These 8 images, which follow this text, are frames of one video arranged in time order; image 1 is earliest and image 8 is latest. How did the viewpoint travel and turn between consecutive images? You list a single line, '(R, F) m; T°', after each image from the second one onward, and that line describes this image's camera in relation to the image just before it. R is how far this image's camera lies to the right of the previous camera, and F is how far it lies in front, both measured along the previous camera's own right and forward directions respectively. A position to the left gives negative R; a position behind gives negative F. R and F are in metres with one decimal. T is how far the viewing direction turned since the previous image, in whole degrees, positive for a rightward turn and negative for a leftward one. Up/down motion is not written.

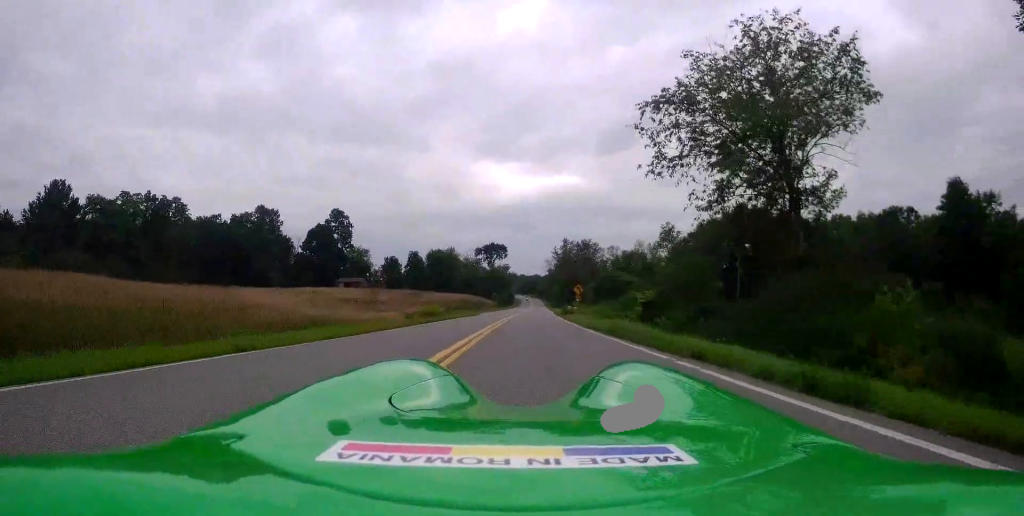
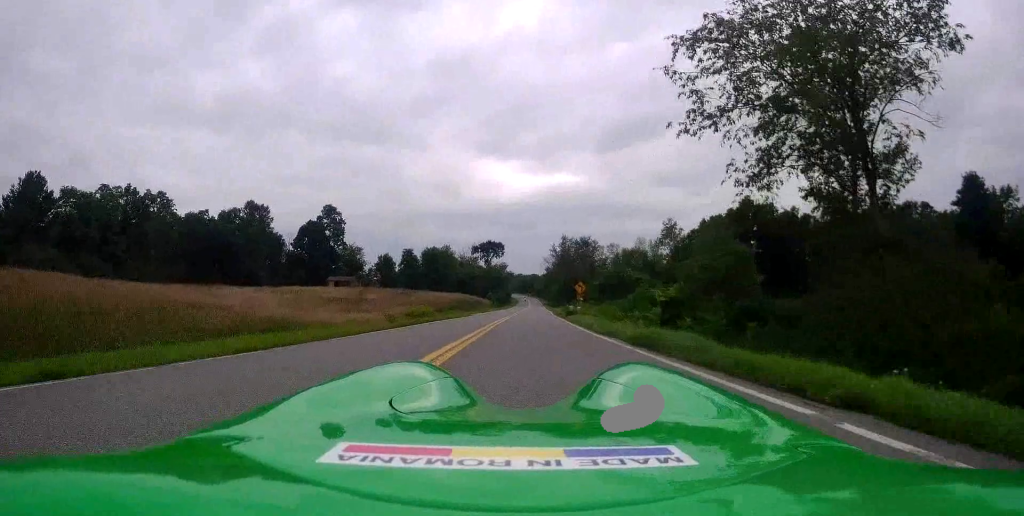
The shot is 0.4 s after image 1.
(-0.1, +4.1) m; -1°
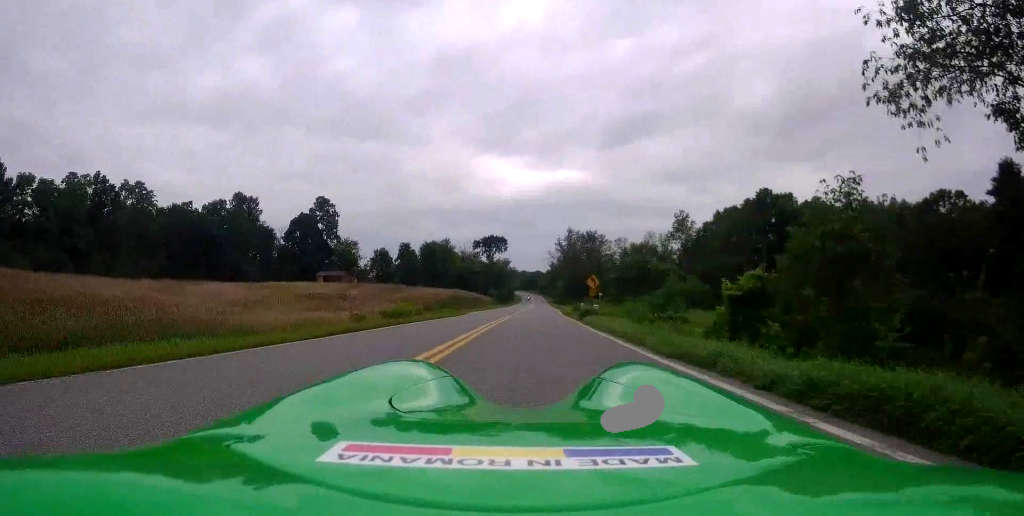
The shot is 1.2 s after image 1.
(-0.1, +7.7) m; +1°
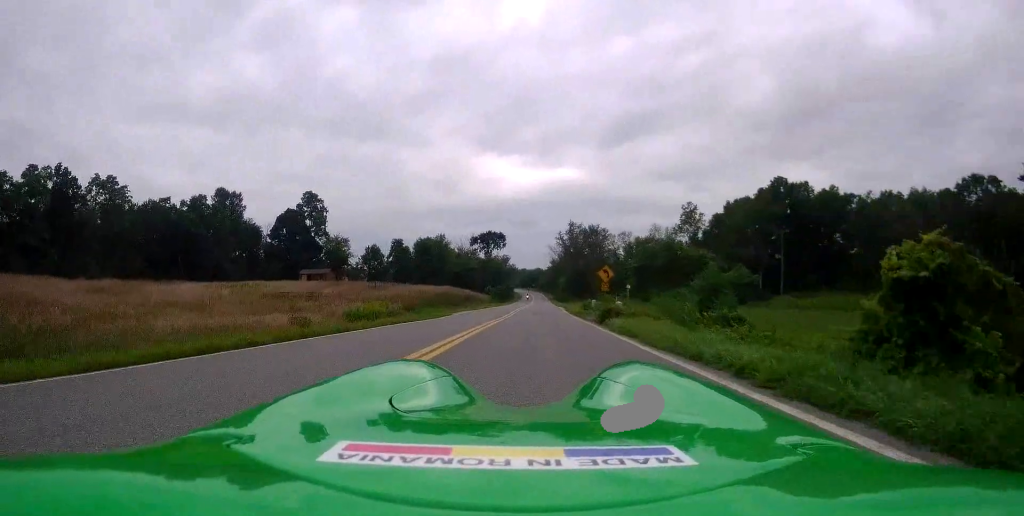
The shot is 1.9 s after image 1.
(+0.1, +7.4) m; +2°
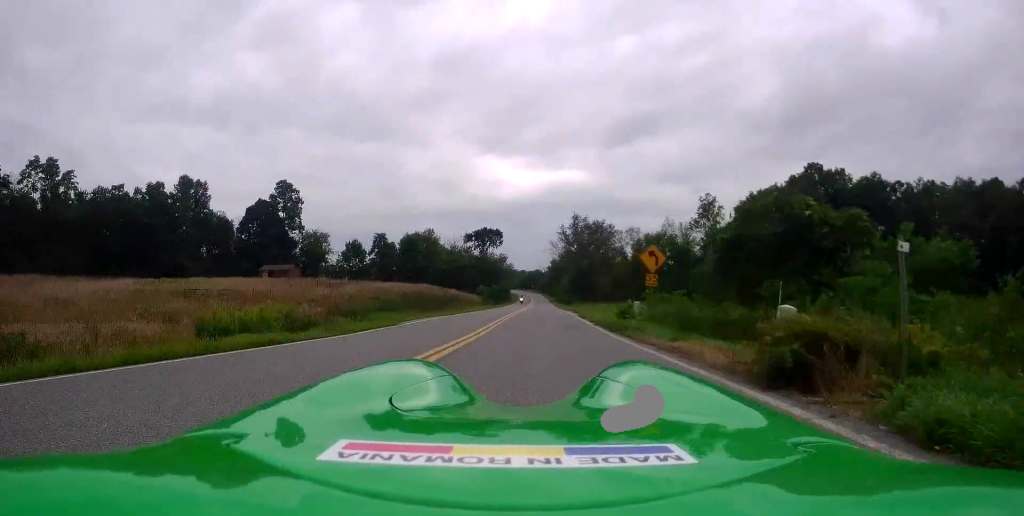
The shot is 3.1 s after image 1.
(+0.4, +13.5) m; +1°
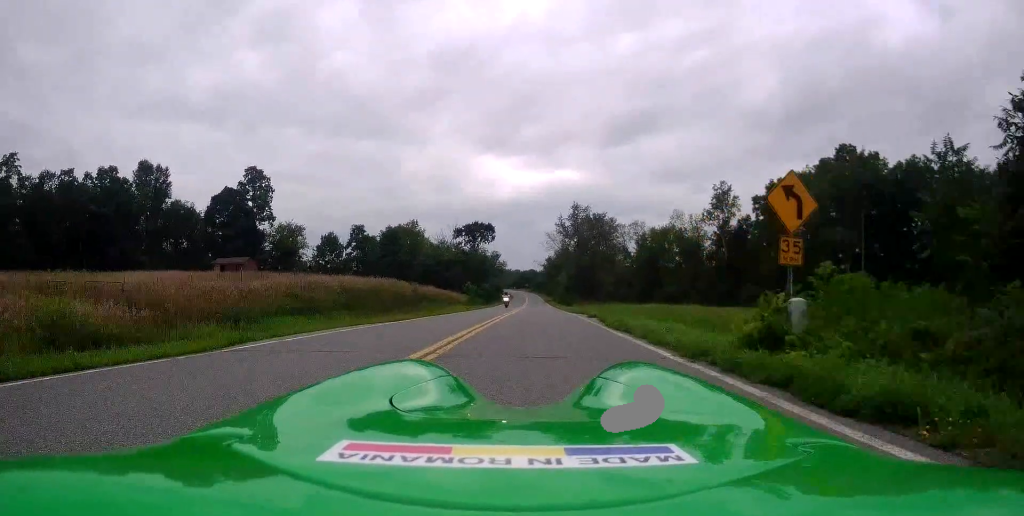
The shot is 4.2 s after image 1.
(0.0, +11.6) m; 0°
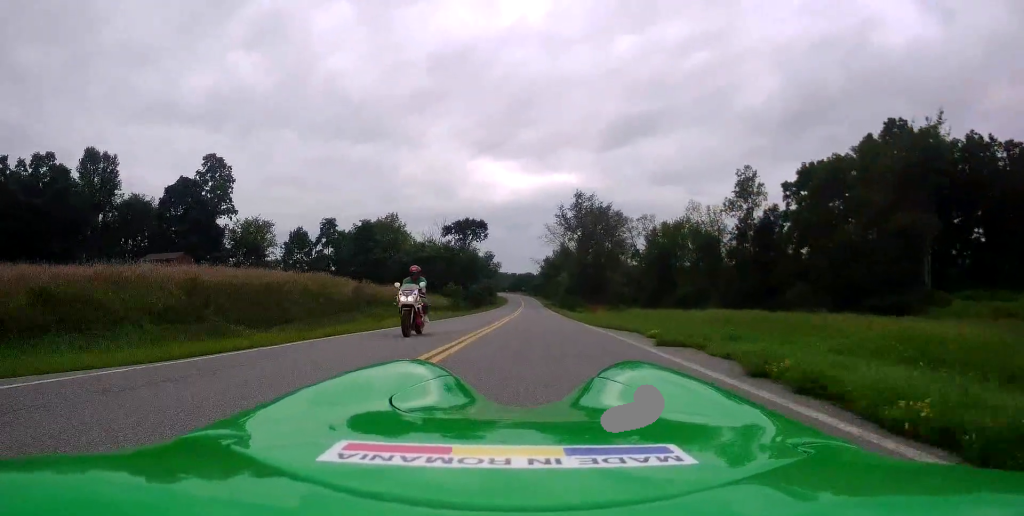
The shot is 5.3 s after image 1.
(-0.1, +13.5) m; +1°
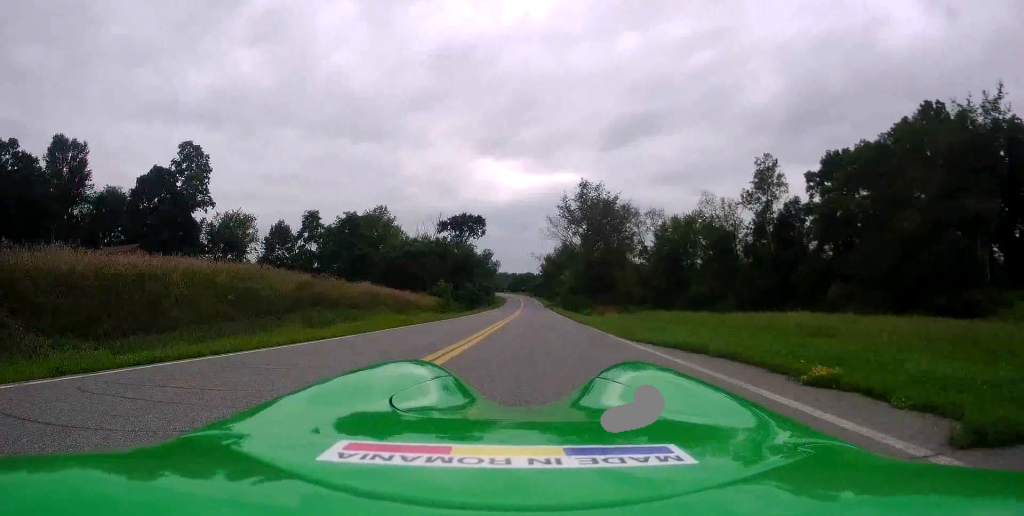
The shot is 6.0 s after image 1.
(0.0, +7.4) m; +1°
